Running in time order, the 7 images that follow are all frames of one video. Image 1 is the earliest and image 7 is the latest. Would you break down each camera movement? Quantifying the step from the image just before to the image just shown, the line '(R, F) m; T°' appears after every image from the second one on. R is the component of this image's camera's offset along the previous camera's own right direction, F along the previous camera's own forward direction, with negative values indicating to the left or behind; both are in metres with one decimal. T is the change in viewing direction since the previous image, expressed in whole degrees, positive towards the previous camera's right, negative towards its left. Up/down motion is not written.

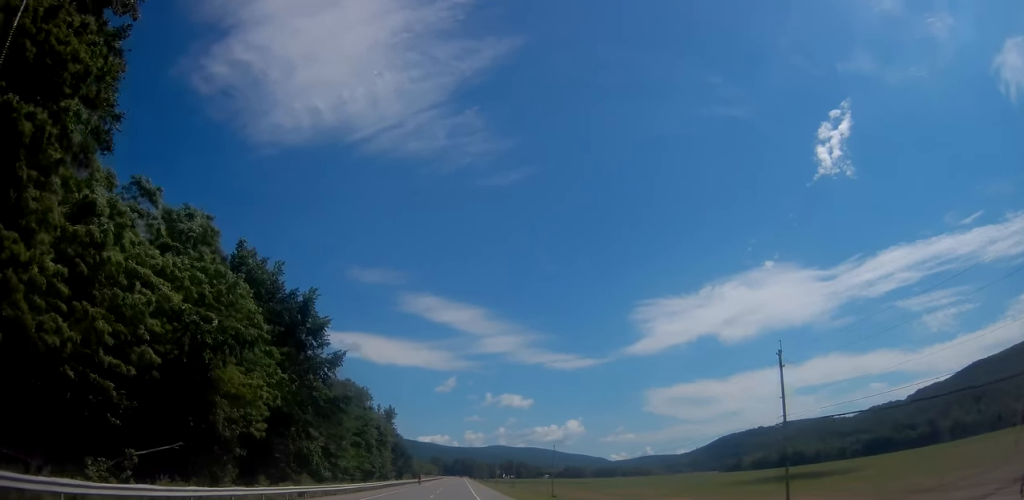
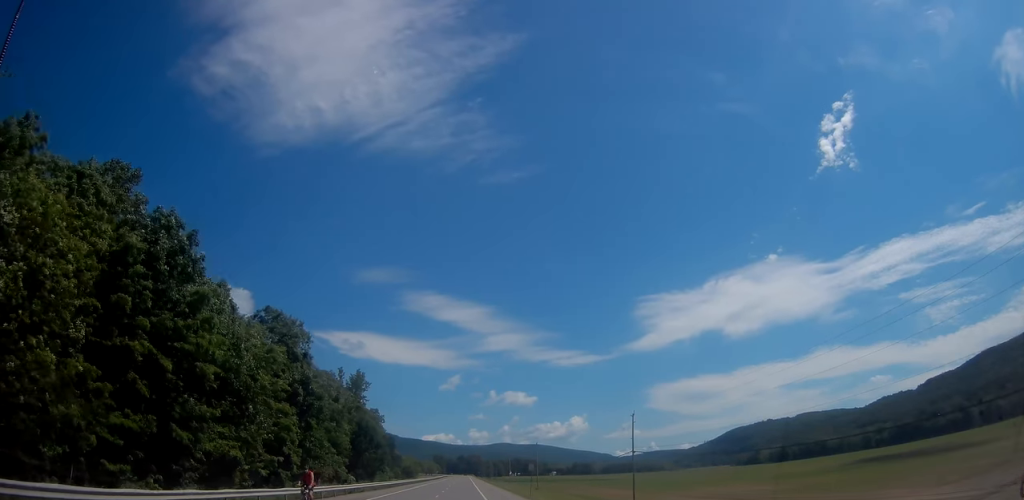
(+0.1, +50.9) m; 0°
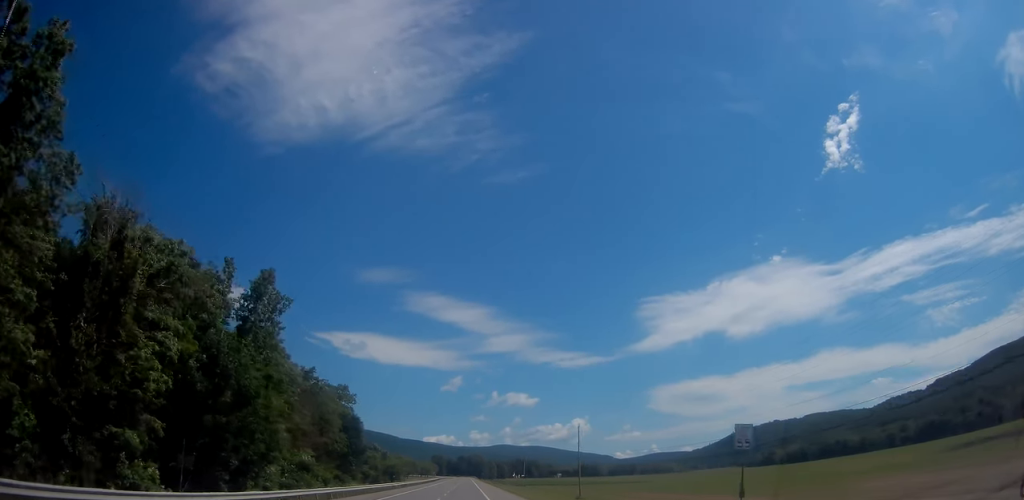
(+0.3, +51.6) m; 0°
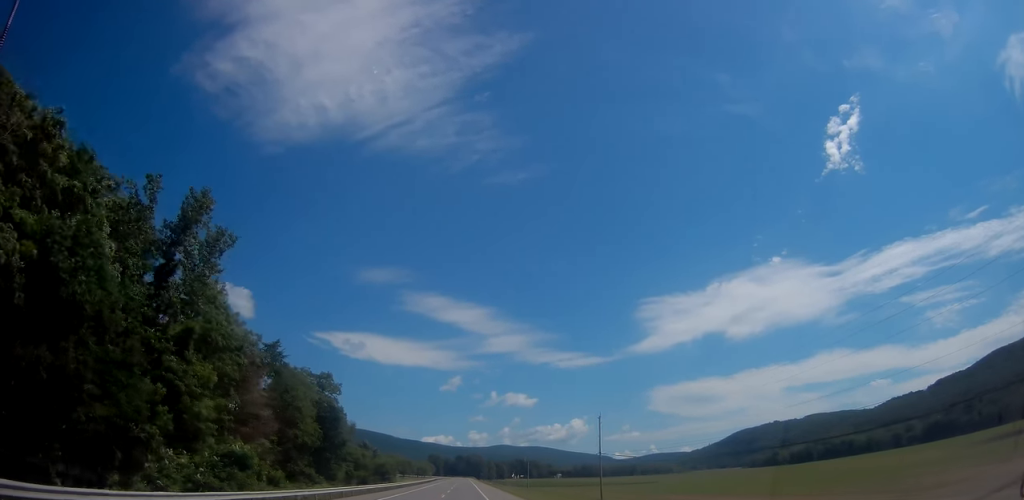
(0.0, +15.5) m; 0°
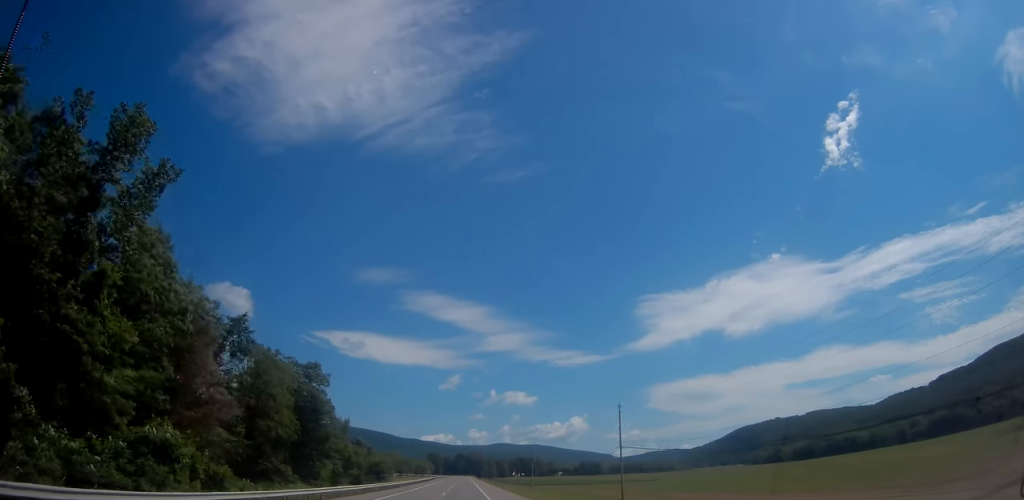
(0.0, +10.3) m; 0°
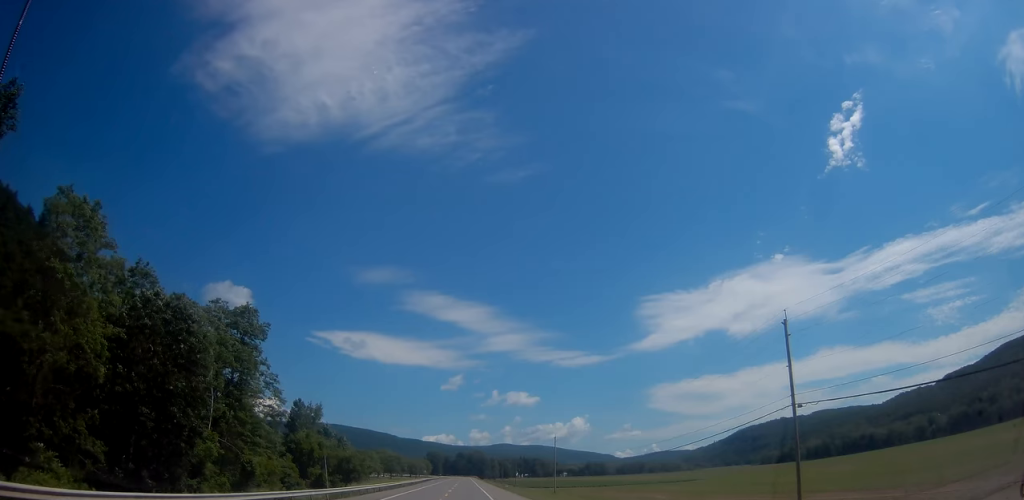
(-0.1, +37.0) m; 0°
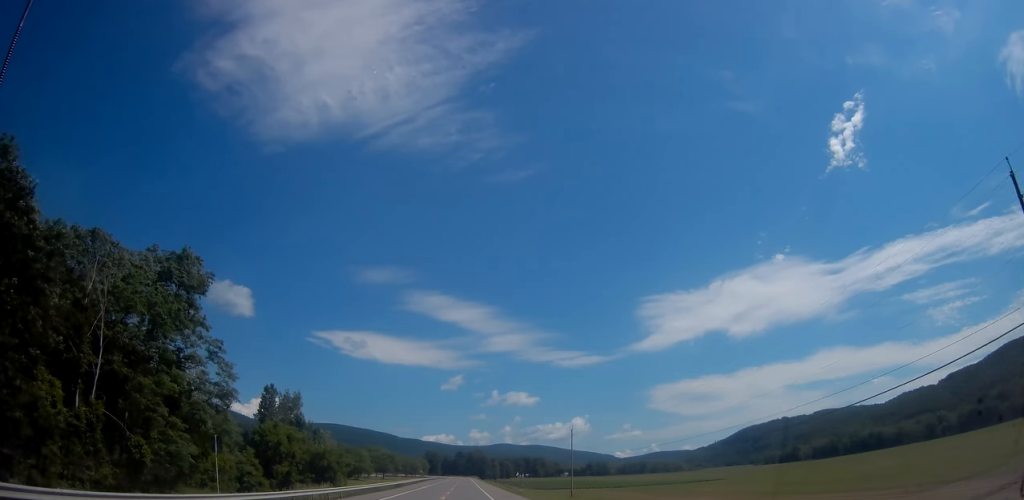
(+0.1, +18.9) m; 0°
